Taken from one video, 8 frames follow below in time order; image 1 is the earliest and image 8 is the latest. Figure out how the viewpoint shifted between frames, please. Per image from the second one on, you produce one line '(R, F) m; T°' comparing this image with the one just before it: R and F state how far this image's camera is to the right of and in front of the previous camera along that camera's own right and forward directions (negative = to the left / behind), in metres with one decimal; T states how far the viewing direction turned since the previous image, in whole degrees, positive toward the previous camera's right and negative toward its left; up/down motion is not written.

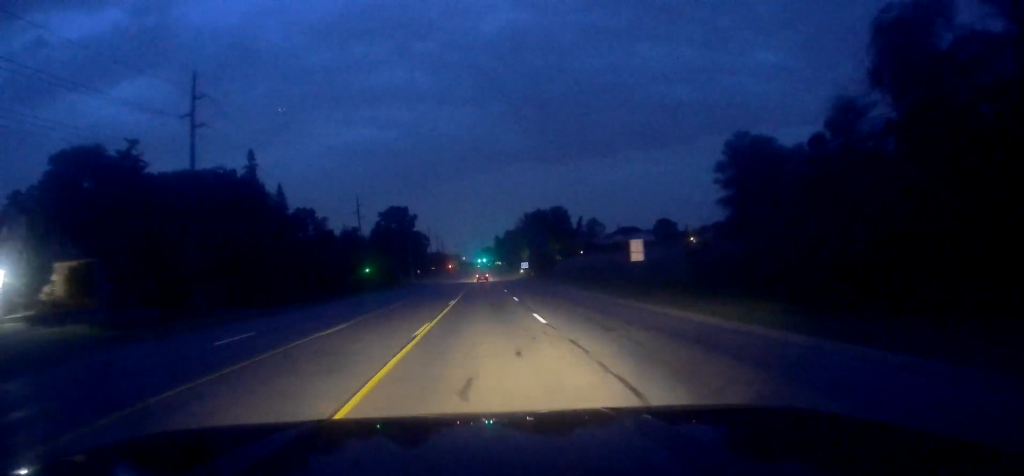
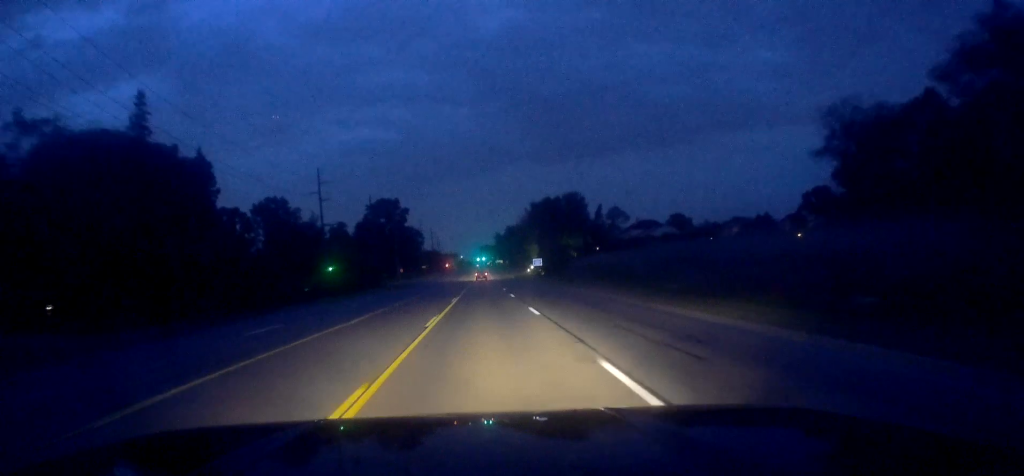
(+0.1, +25.7) m; -1°
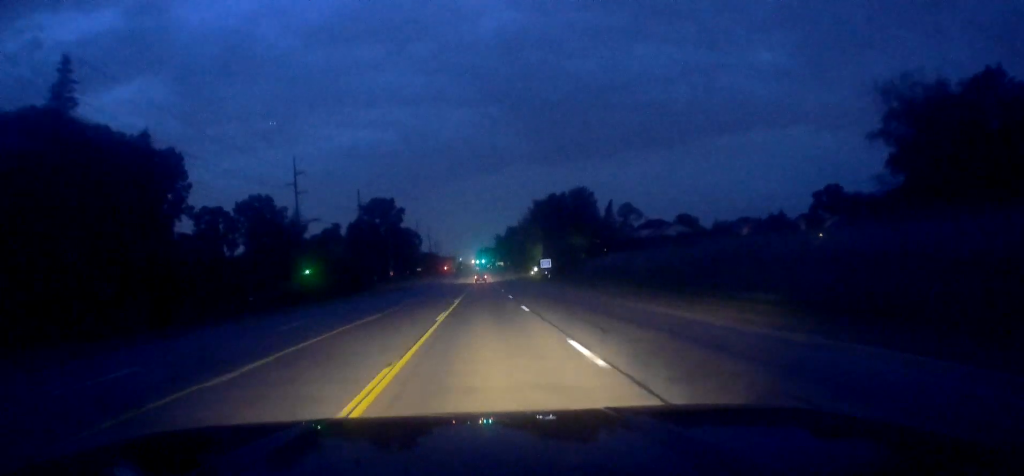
(+0.2, +10.8) m; -1°
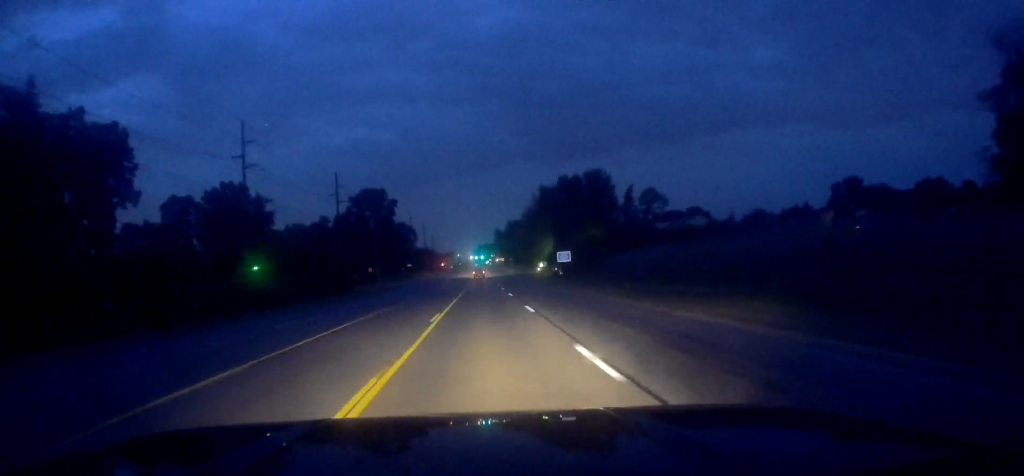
(-0.5, +17.2) m; -1°
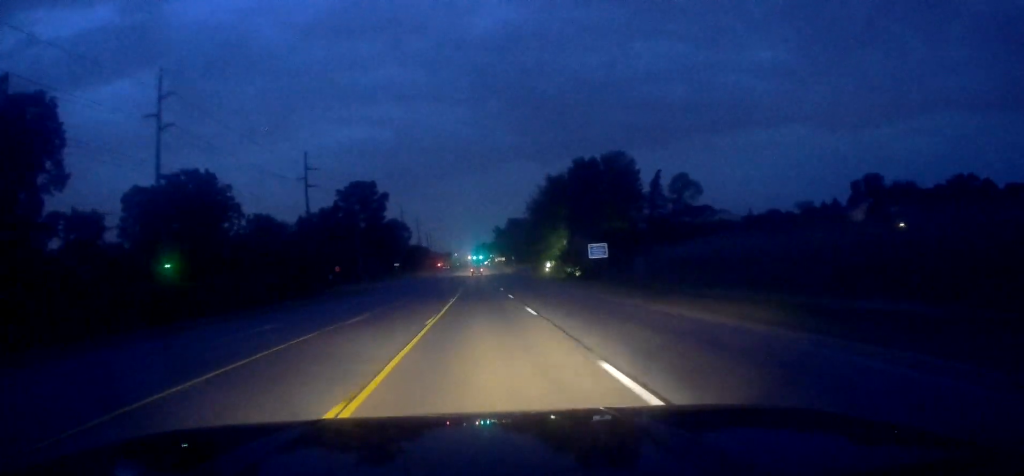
(-0.1, +16.9) m; +1°
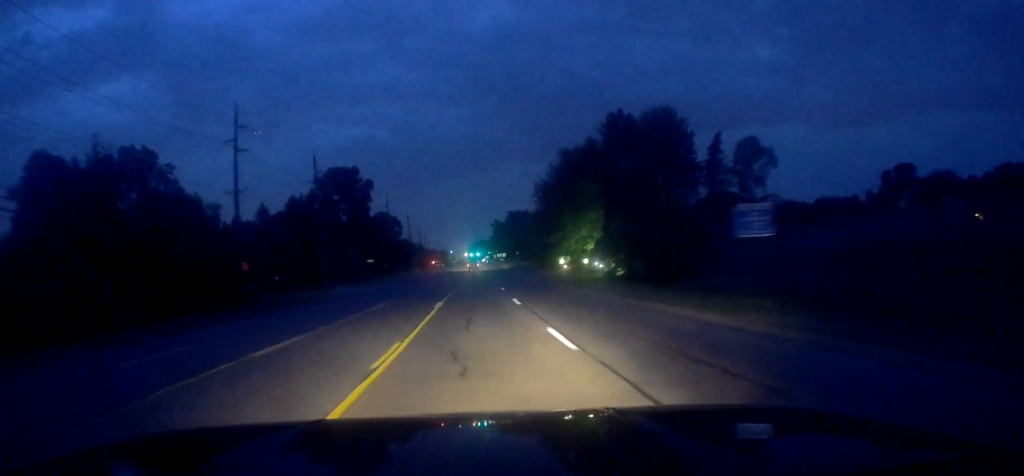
(+0.5, +23.4) m; +2°
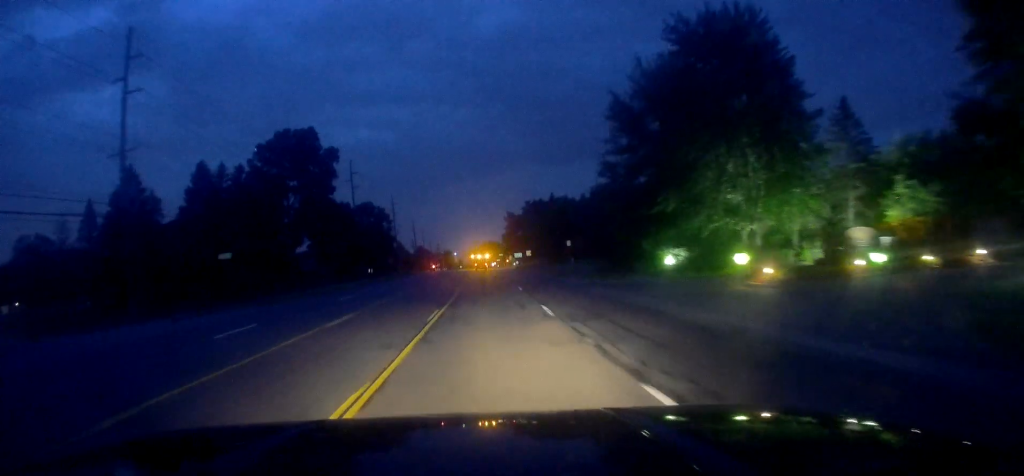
(+0.3, +52.4) m; -1°
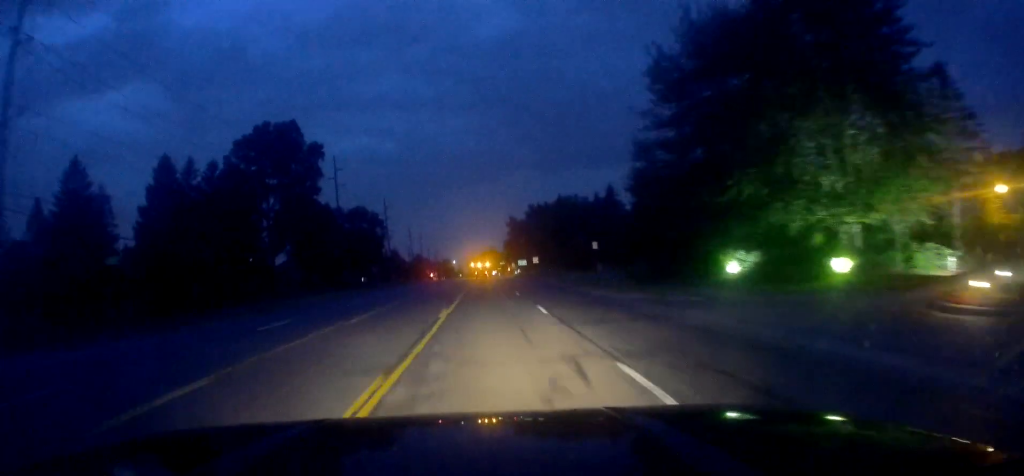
(-0.4, +12.3) m; -1°
